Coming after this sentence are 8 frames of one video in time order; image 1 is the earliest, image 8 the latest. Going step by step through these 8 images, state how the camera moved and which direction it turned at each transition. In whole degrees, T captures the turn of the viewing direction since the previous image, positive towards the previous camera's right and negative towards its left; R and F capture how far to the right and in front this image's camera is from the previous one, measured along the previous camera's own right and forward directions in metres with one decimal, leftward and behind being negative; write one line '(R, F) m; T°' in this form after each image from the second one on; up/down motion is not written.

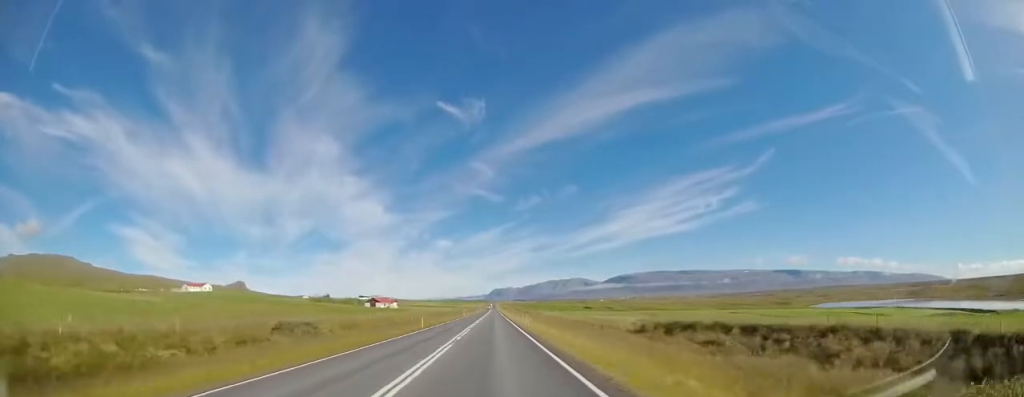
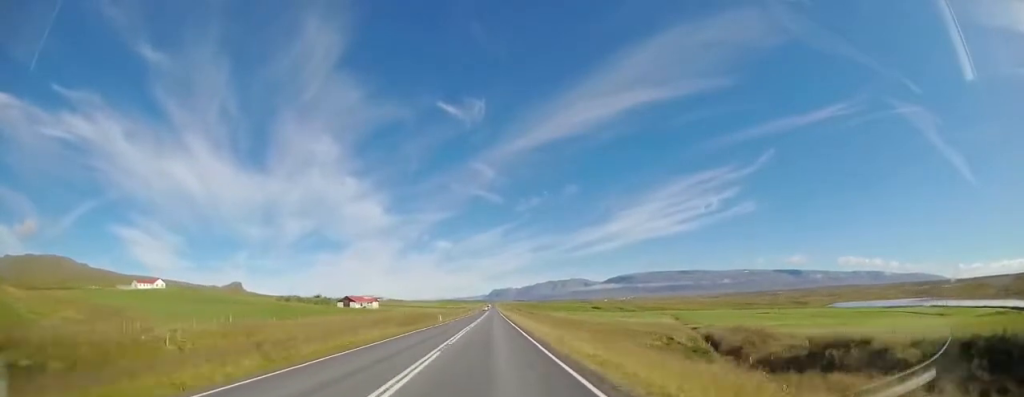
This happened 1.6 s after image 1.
(+0.9, +38.6) m; +1°
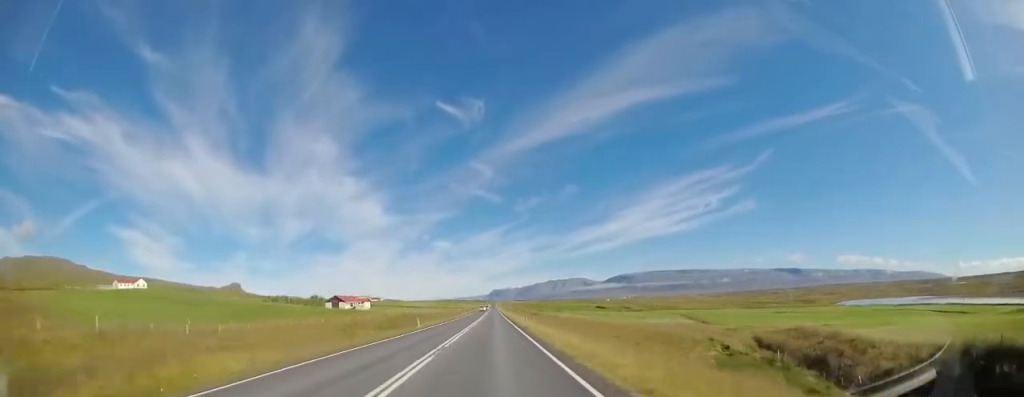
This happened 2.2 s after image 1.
(-0.1, +13.2) m; 0°
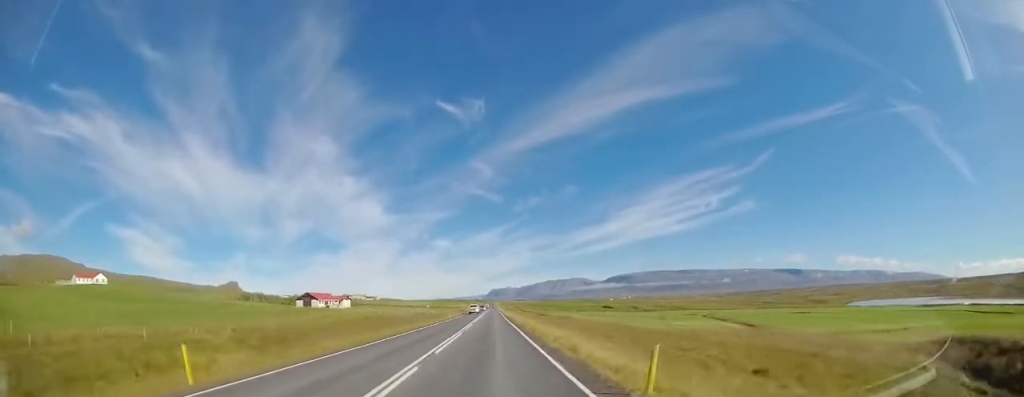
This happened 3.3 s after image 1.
(-0.1, +25.7) m; 0°
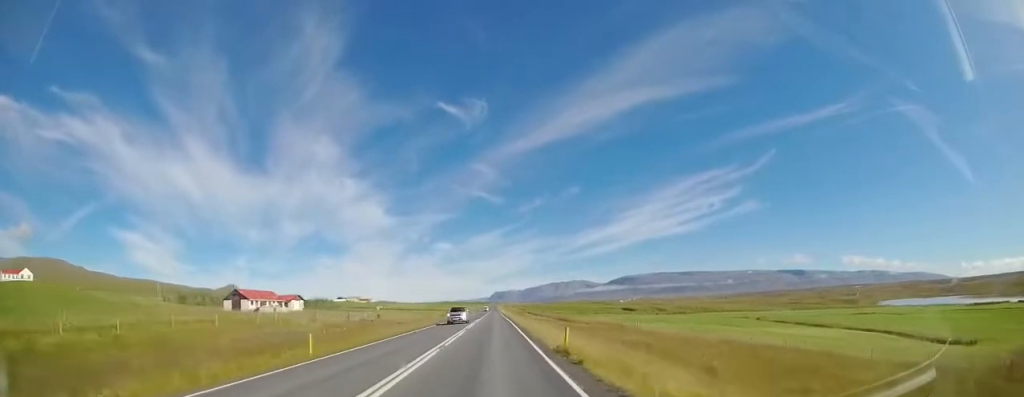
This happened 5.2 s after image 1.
(+0.4, +44.2) m; +1°
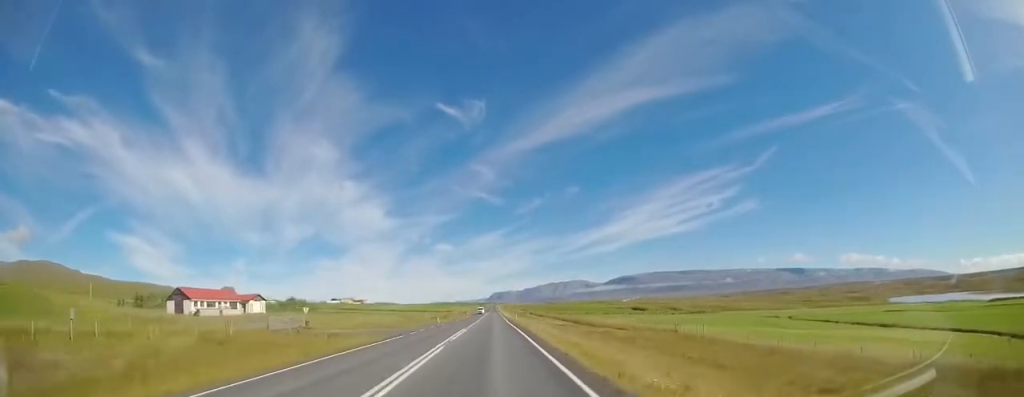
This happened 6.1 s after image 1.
(+0.1, +21.7) m; -1°
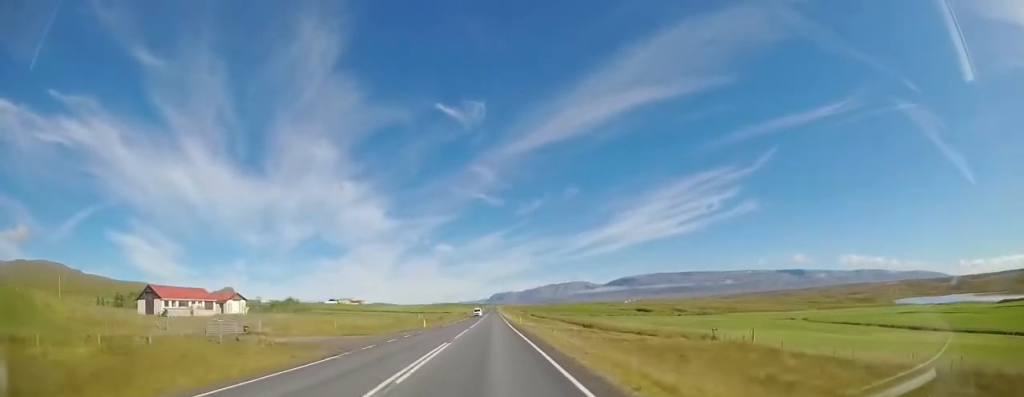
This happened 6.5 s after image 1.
(-0.1, +9.3) m; -1°
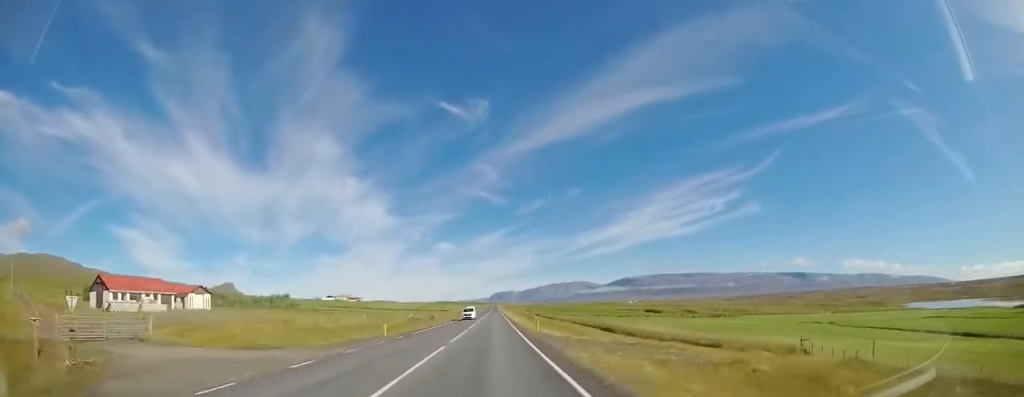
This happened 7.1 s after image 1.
(-0.2, +13.9) m; -1°
